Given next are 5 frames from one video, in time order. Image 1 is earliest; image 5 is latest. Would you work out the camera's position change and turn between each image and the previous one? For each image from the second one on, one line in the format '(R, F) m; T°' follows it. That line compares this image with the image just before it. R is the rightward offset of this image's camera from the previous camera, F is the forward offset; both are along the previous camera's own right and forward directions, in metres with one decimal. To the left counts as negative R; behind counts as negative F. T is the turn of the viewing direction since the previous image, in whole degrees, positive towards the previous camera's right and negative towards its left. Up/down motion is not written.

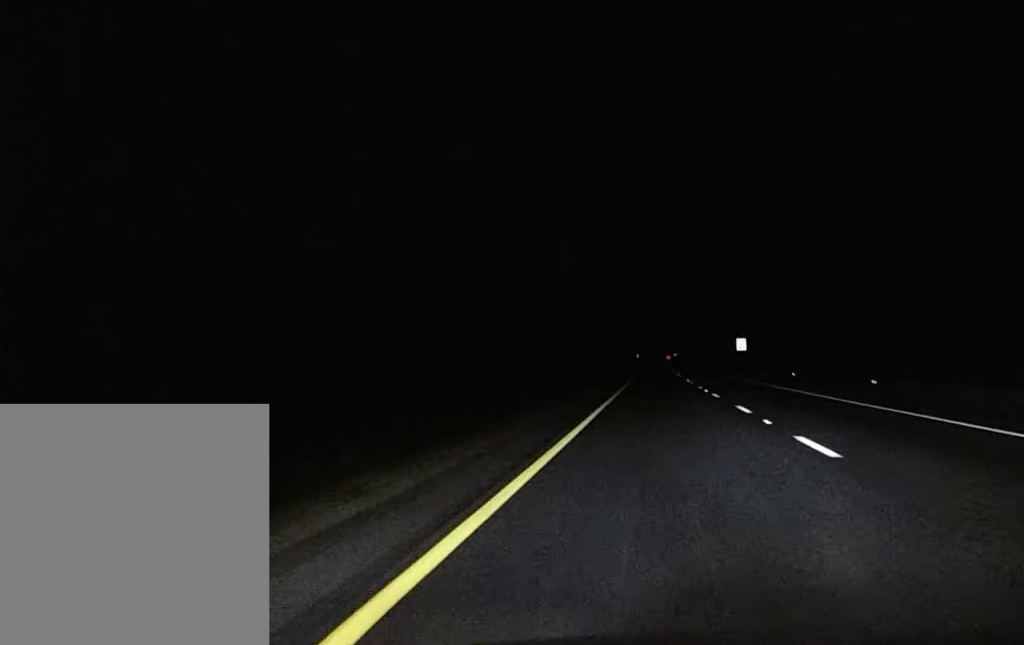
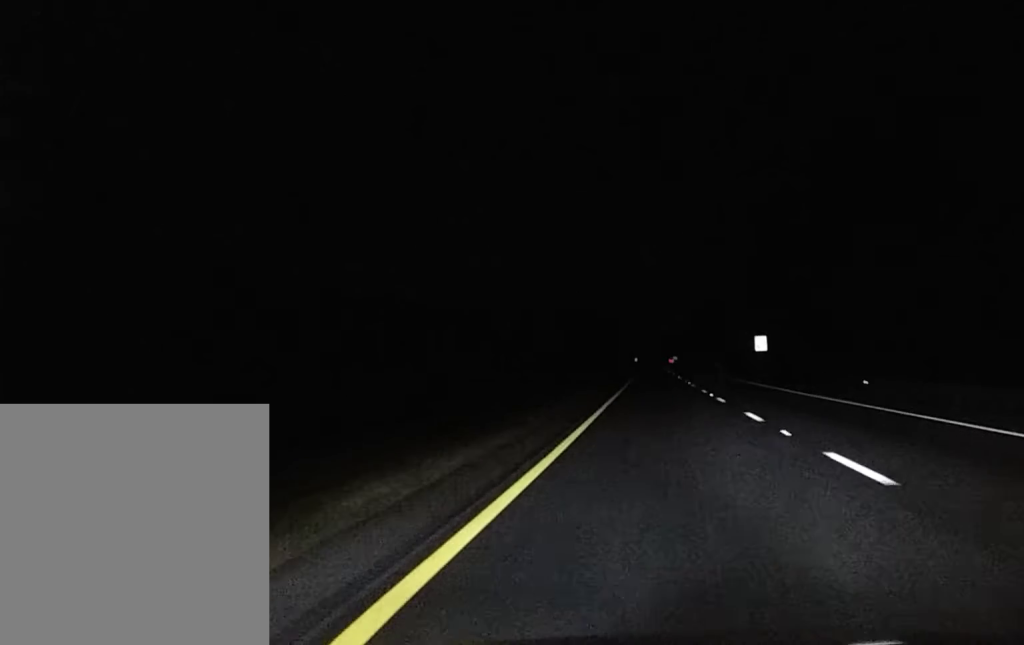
(+0.1, +27.9) m; 0°
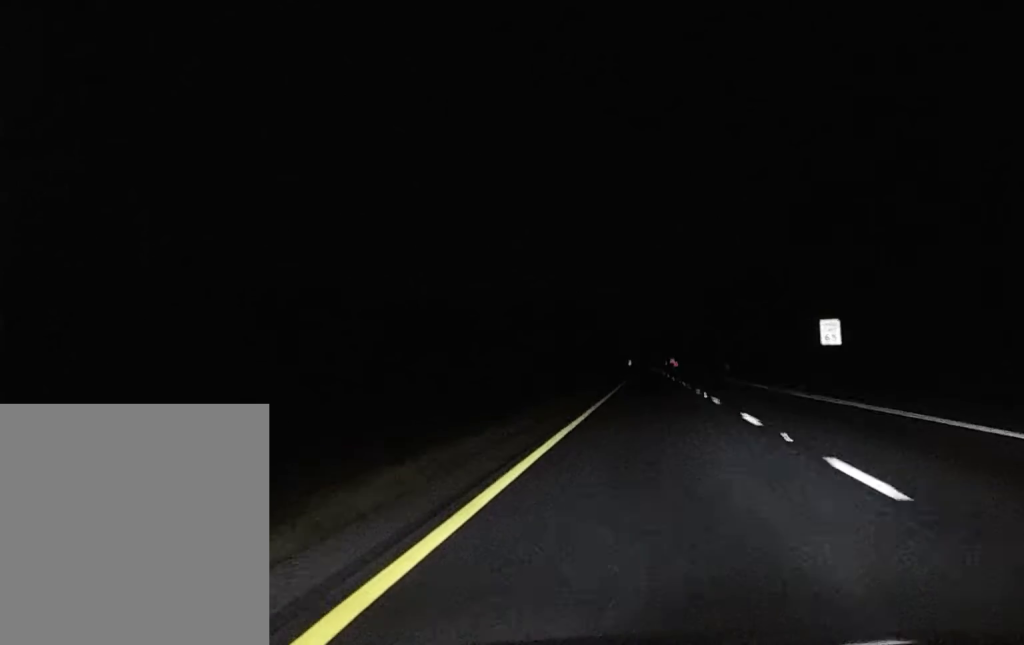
(+0.2, +49.9) m; 0°
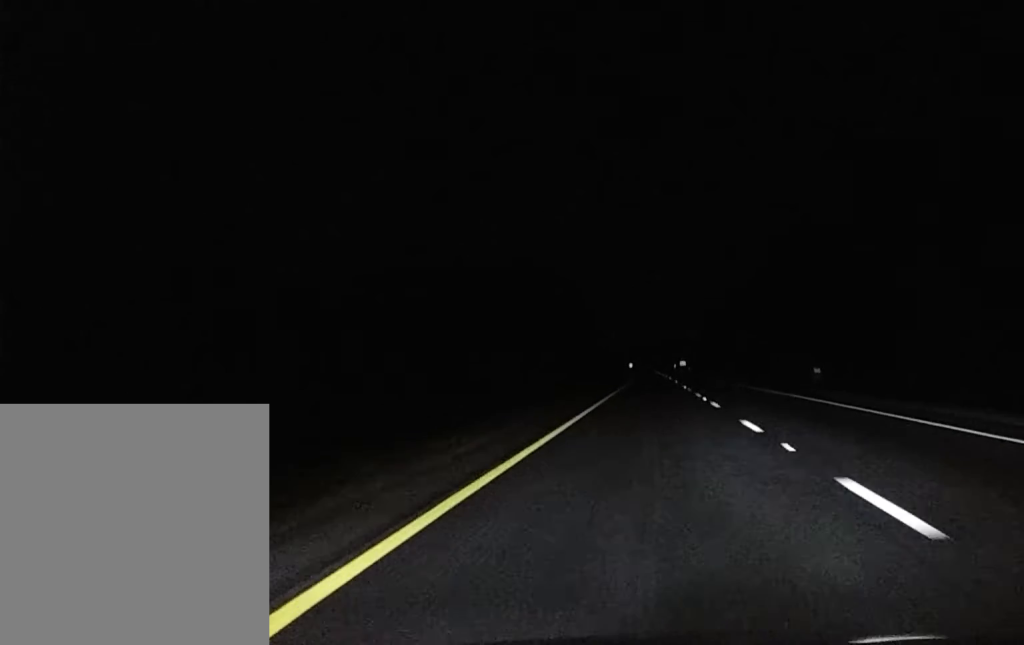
(-1.6, +96.0) m; -2°
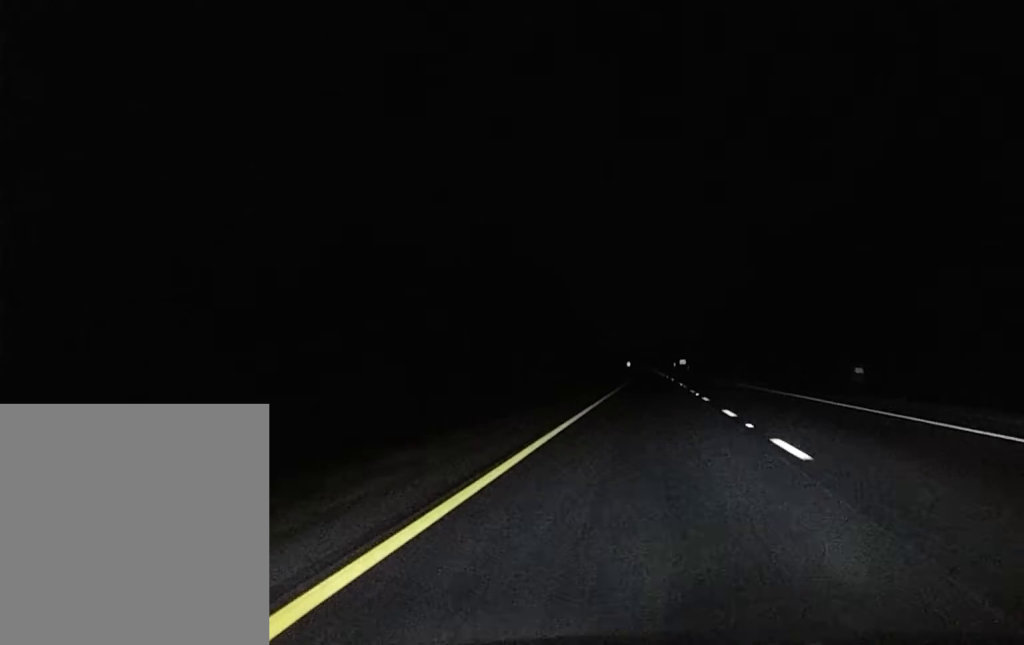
(+0.4, +16.5) m; 0°
